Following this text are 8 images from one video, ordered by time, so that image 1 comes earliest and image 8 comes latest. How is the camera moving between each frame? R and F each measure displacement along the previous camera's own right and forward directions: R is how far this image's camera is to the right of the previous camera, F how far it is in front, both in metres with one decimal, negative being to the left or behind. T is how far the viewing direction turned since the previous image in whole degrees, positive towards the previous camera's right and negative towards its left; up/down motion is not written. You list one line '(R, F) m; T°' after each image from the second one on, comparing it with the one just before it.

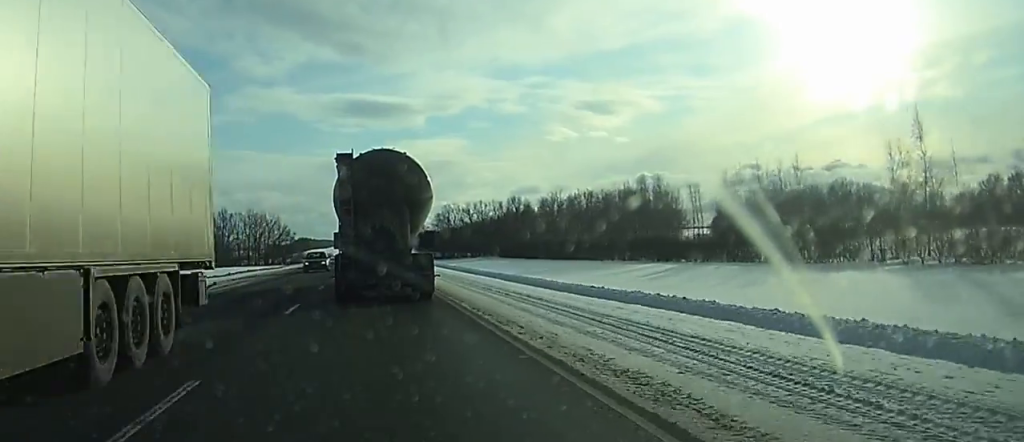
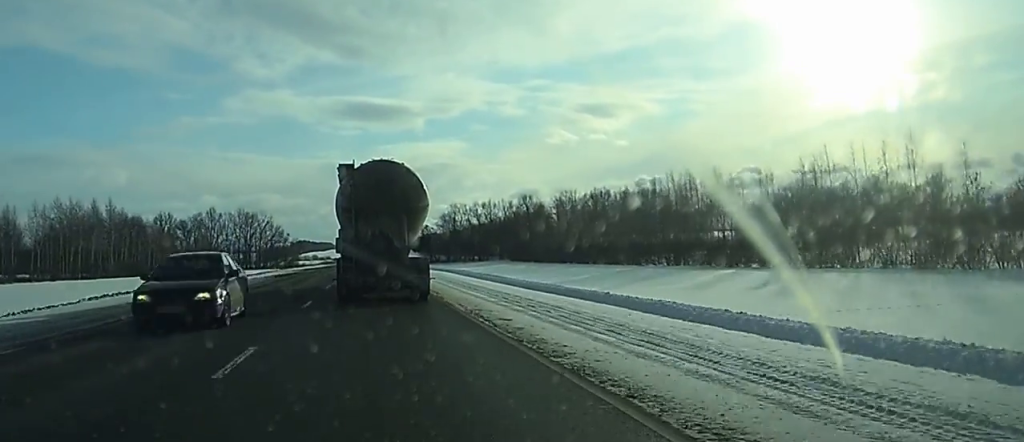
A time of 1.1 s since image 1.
(0.0, +19.8) m; 0°
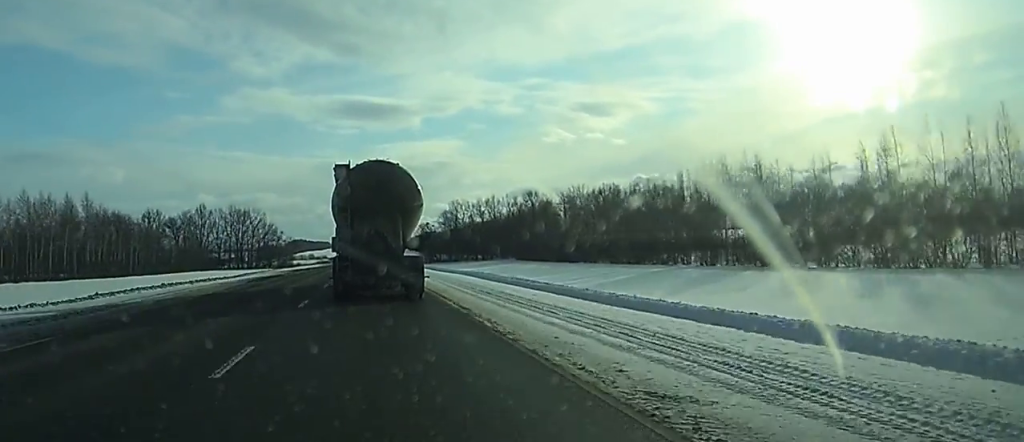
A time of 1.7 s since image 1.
(0.0, +11.5) m; 0°
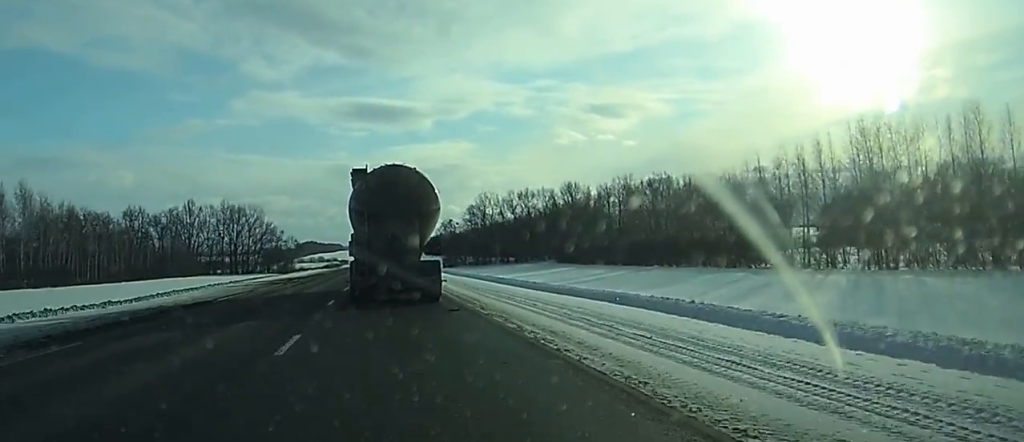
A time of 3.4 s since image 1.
(+0.3, +31.3) m; 0°
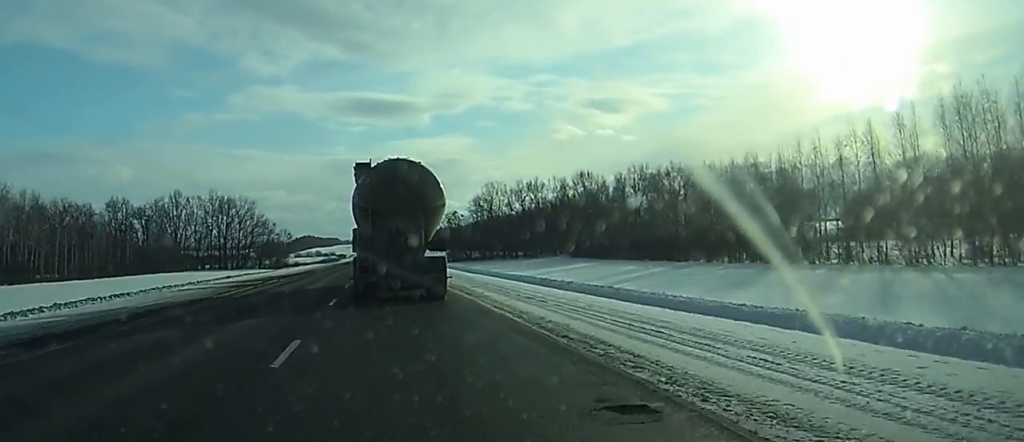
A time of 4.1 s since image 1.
(0.0, +13.2) m; 0°
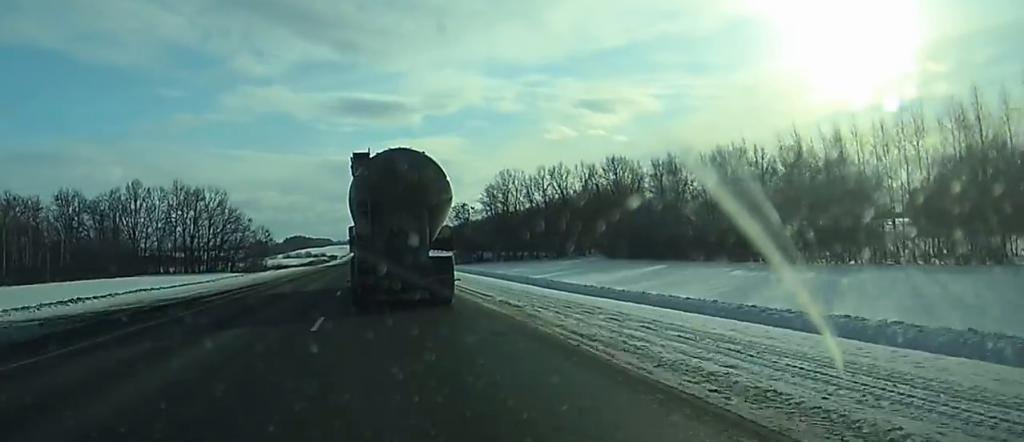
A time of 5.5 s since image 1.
(-0.1, +29.6) m; 0°
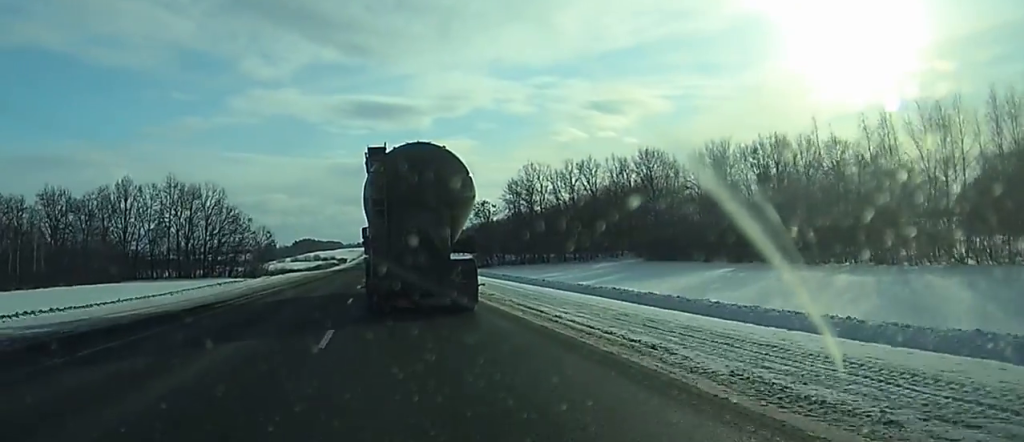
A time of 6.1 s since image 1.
(0.0, +13.8) m; 0°
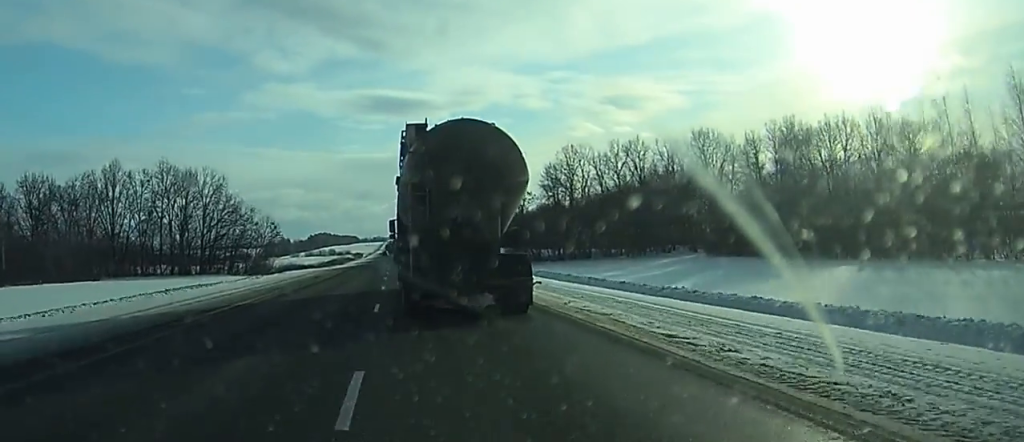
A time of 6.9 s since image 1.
(0.0, +17.1) m; 0°
